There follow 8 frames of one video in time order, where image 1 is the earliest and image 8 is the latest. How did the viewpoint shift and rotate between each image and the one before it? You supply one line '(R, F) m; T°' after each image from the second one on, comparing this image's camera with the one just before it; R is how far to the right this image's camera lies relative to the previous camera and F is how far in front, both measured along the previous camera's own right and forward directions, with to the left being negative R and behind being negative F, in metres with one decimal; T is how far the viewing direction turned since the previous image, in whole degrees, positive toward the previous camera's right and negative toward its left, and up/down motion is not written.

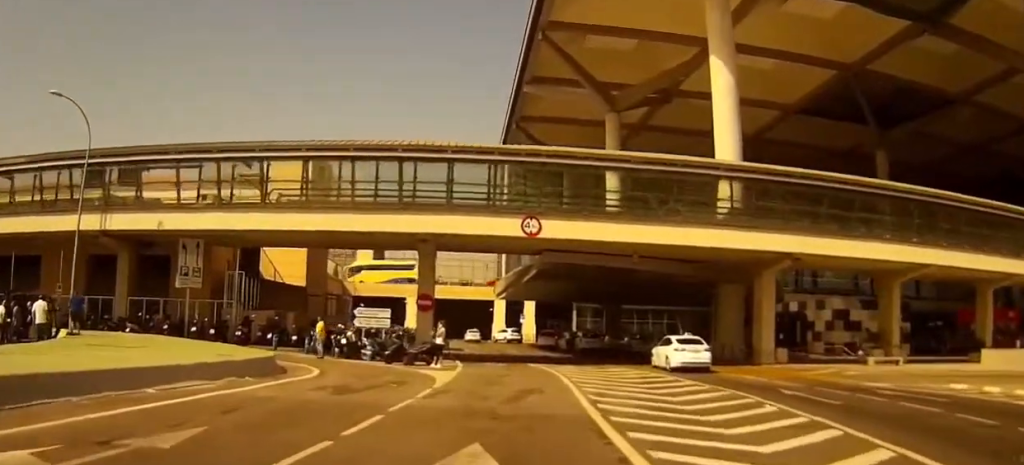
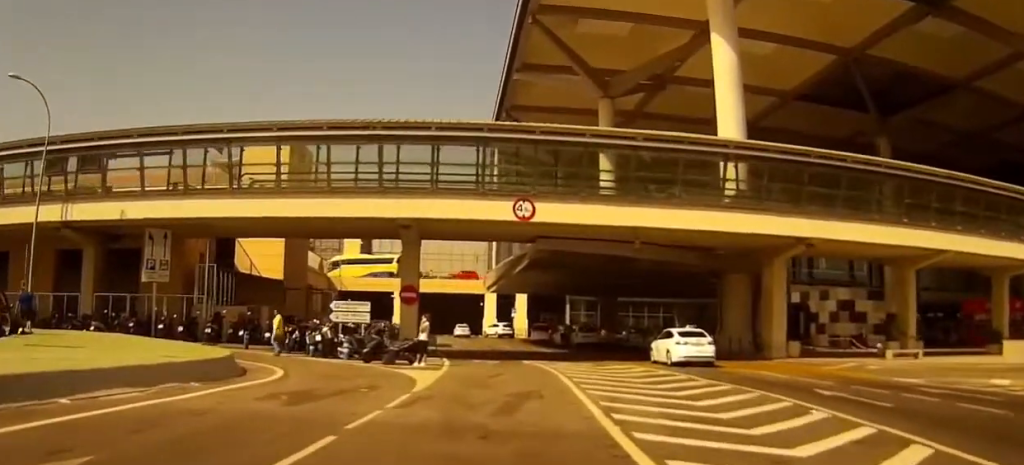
(0.0, +3.5) m; -1°
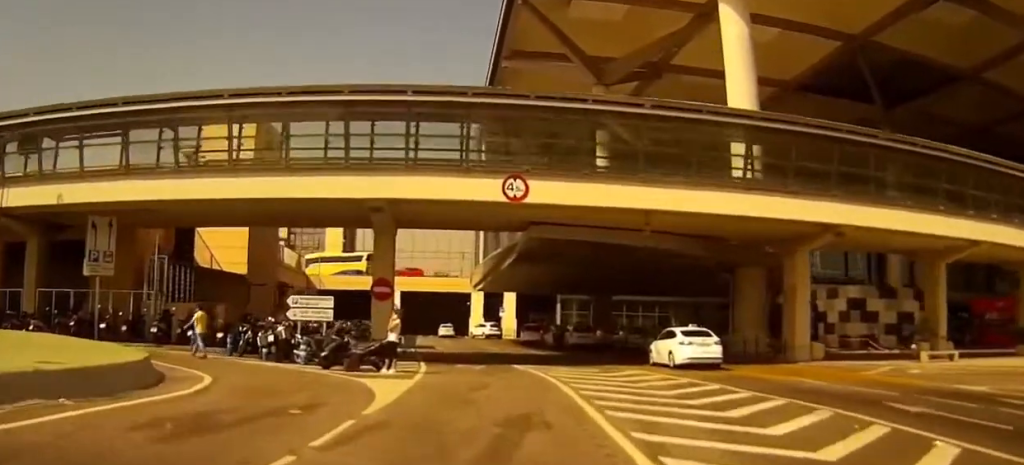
(-0.2, +5.1) m; -2°
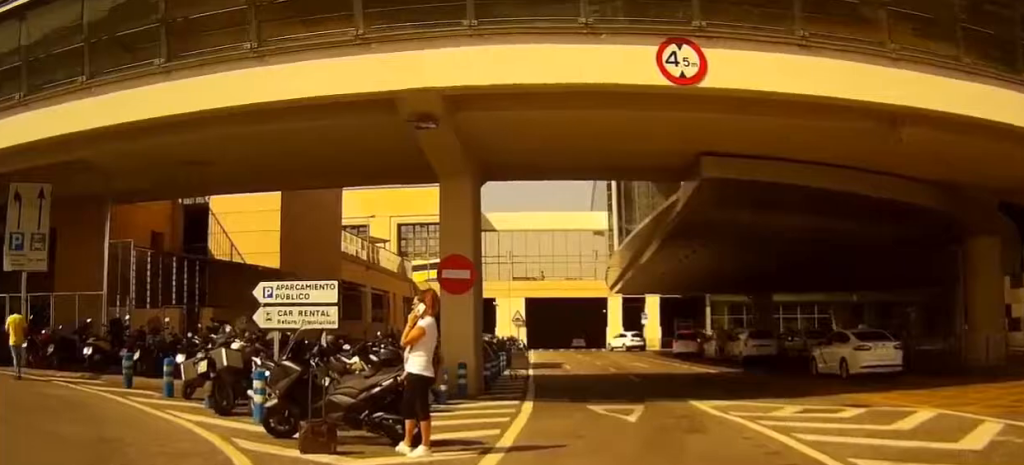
(+0.2, +13.3) m; +1°
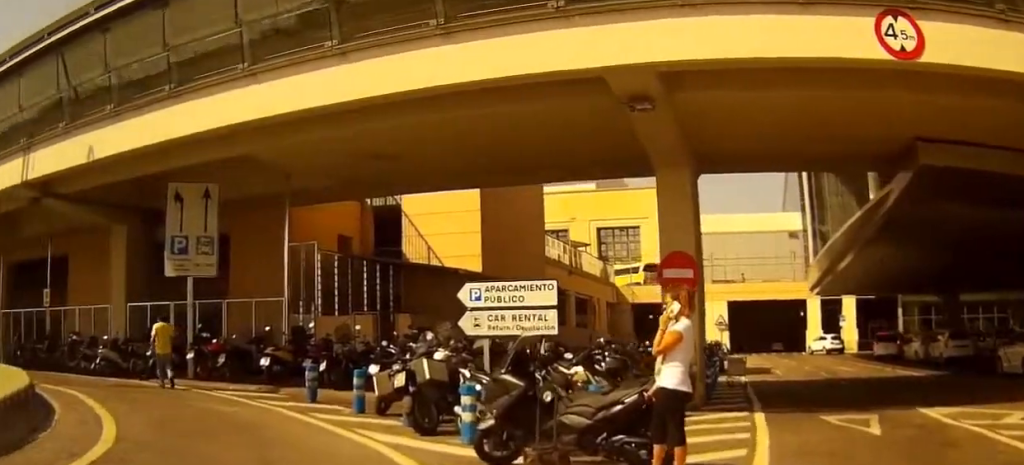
(-0.1, +2.0) m; -8°
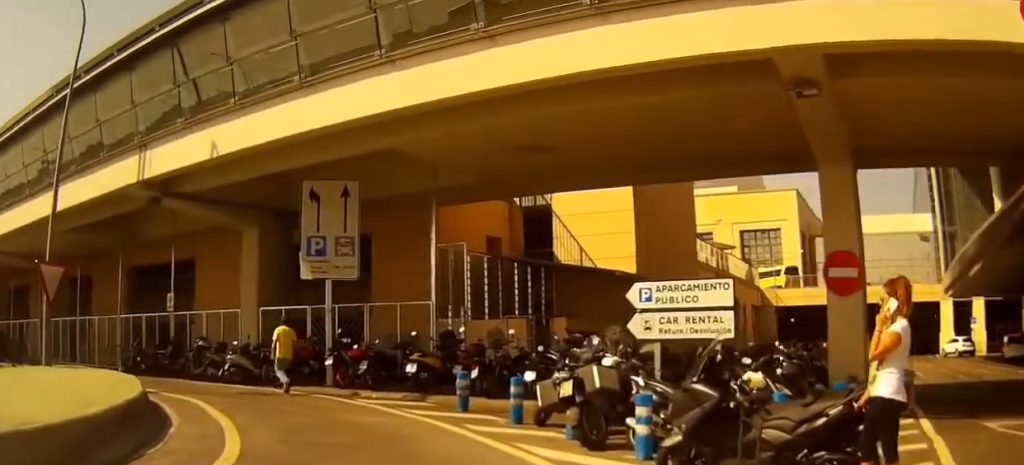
(0.0, +1.4) m; -8°
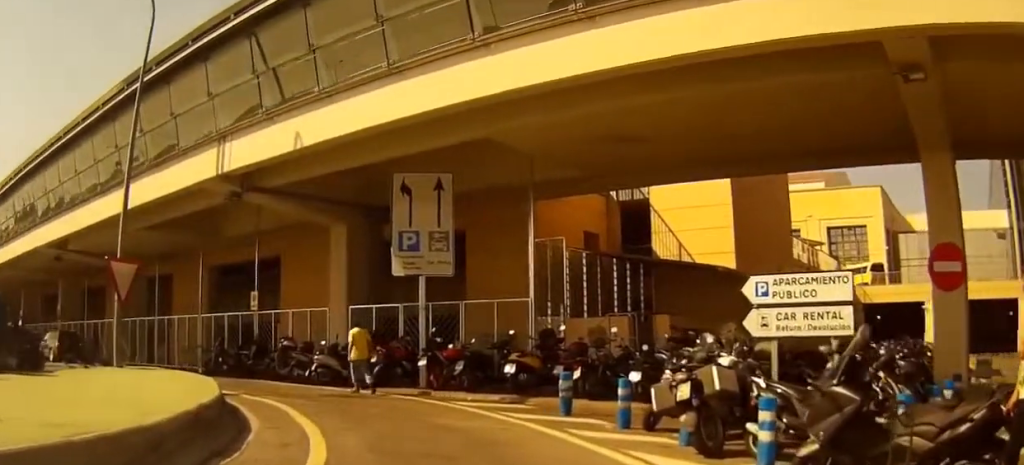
(-0.2, +0.9) m; -9°
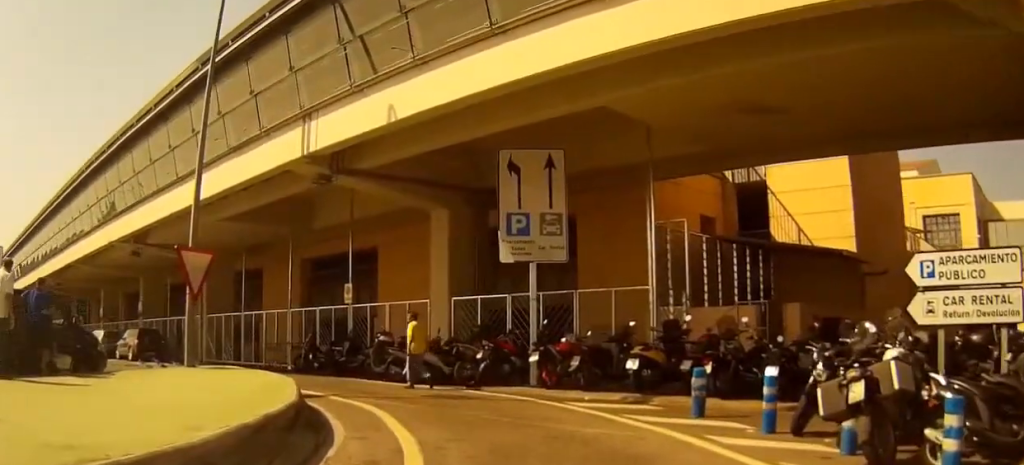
(-0.3, +1.9) m; -14°
